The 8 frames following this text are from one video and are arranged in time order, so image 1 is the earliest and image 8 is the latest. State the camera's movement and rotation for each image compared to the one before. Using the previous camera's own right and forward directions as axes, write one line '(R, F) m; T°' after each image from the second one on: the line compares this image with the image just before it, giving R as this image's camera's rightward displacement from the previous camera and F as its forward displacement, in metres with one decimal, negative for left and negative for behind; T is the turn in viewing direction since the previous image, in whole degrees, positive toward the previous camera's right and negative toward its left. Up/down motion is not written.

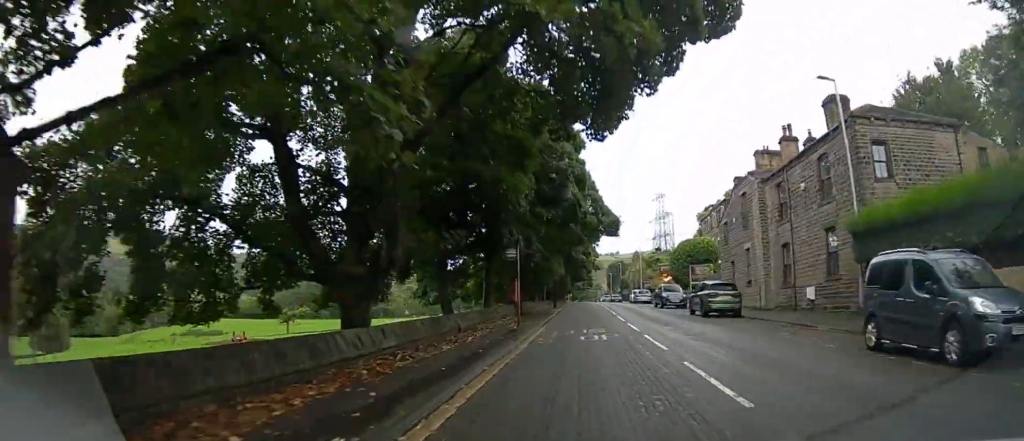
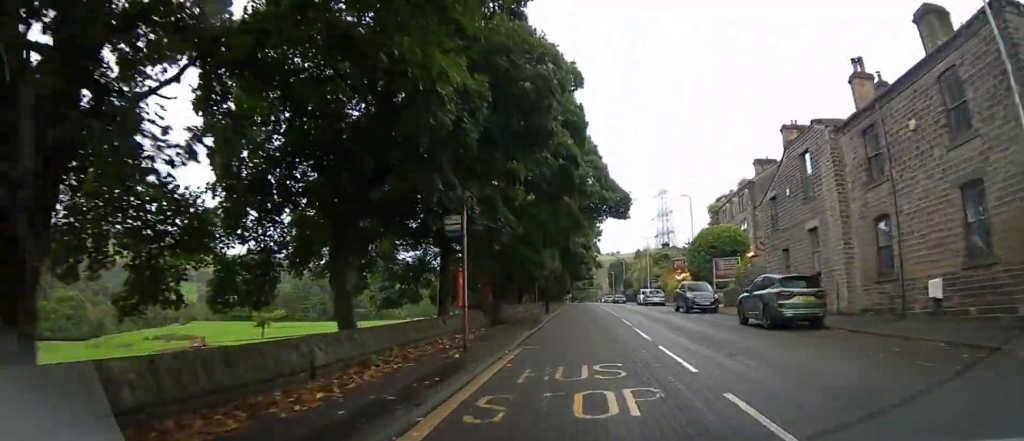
(0.0, +9.4) m; 0°
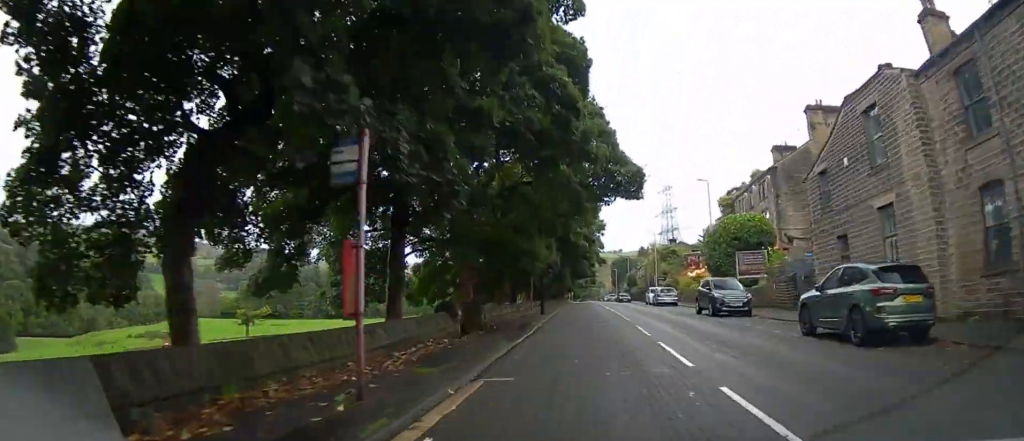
(0.0, +5.6) m; 0°
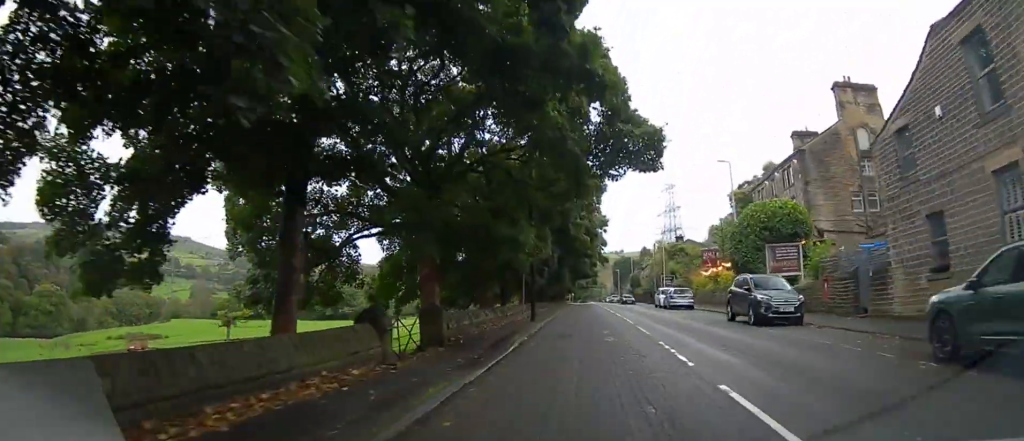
(0.0, +5.7) m; 0°
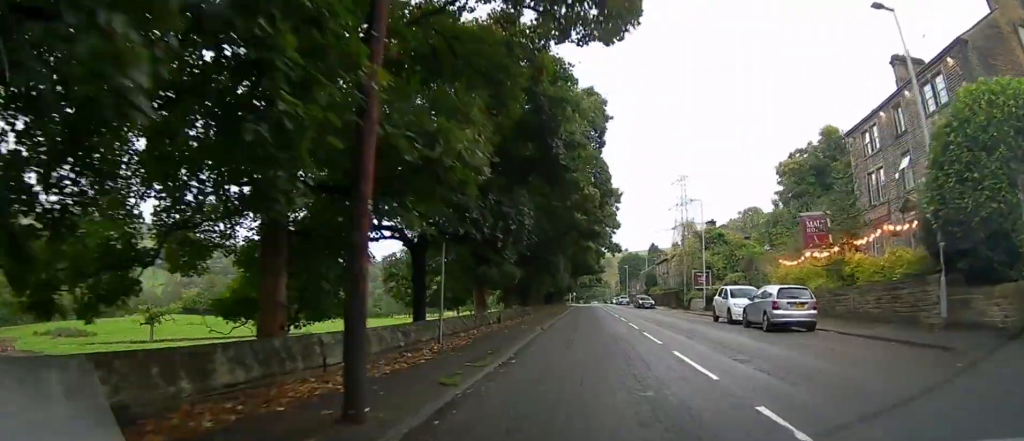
(-0.2, +18.5) m; 0°
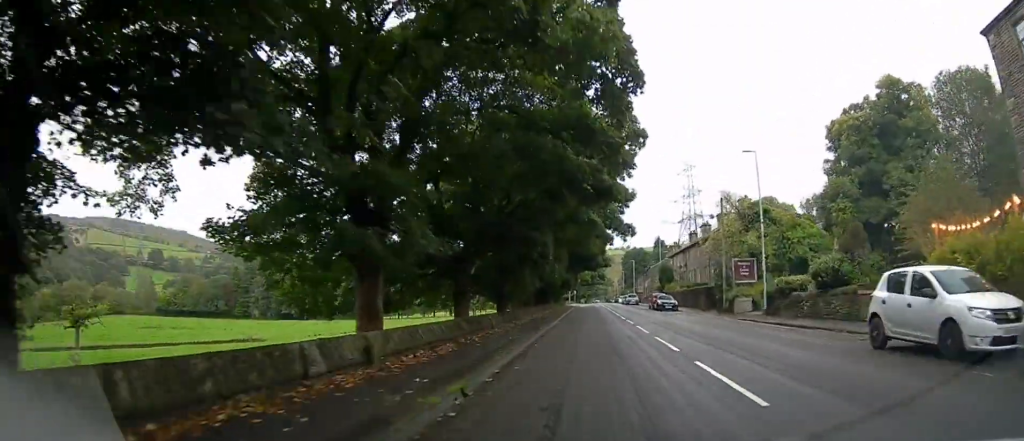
(+0.1, +14.0) m; +1°
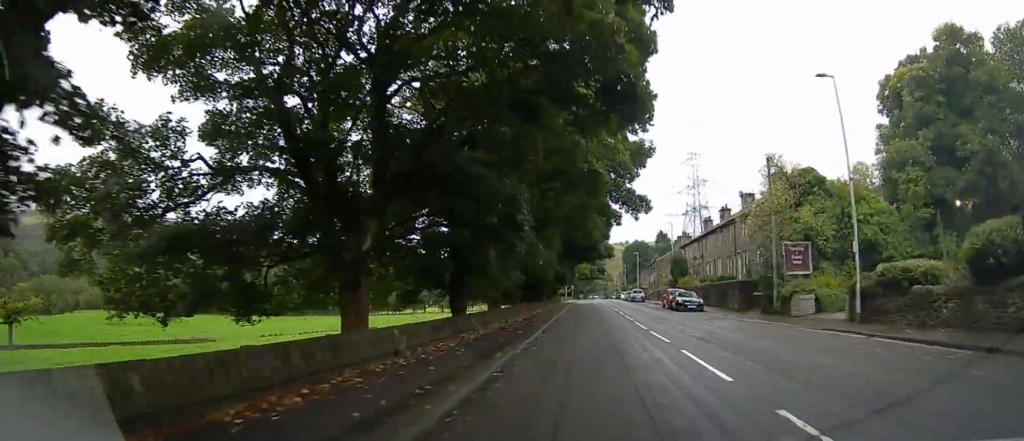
(0.0, +10.3) m; 0°
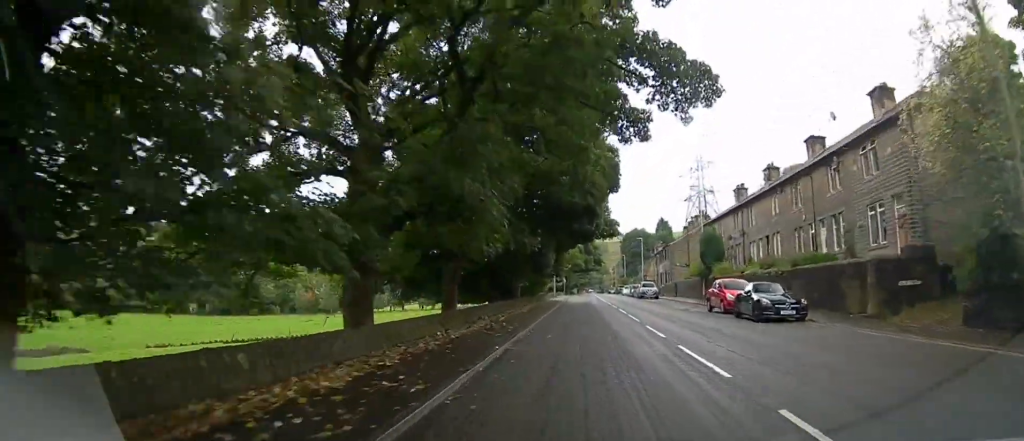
(+0.2, +17.6) m; +2°
